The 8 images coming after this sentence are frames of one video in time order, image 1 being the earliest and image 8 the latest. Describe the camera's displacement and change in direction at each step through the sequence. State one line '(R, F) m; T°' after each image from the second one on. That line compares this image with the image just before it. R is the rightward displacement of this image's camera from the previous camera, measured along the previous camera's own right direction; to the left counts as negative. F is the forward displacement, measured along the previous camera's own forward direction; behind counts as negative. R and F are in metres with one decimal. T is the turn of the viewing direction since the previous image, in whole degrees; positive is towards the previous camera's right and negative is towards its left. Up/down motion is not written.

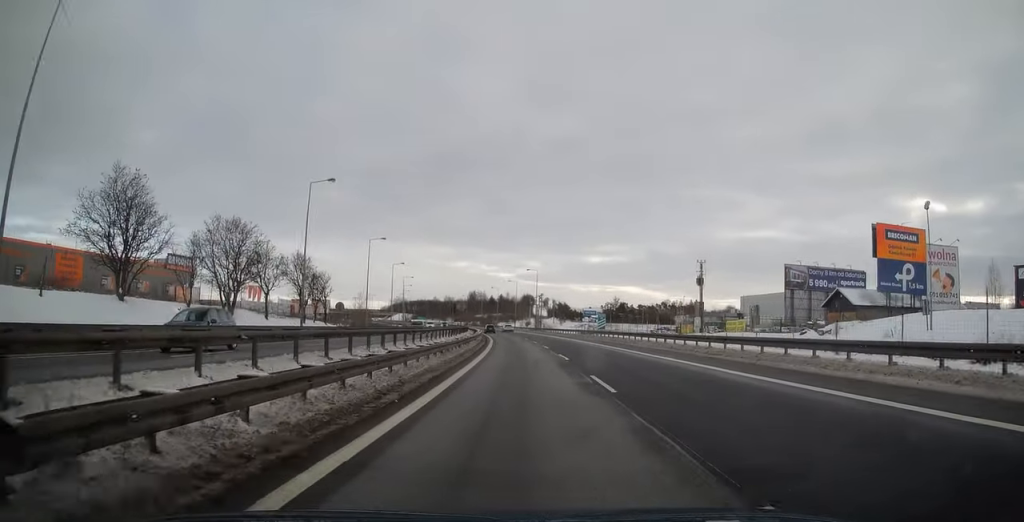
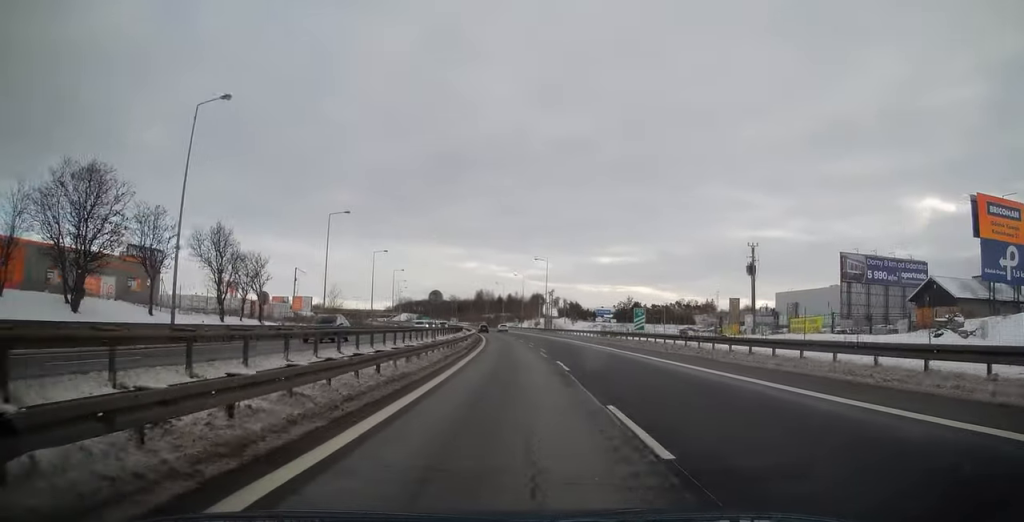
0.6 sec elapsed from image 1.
(-0.2, +17.8) m; -1°
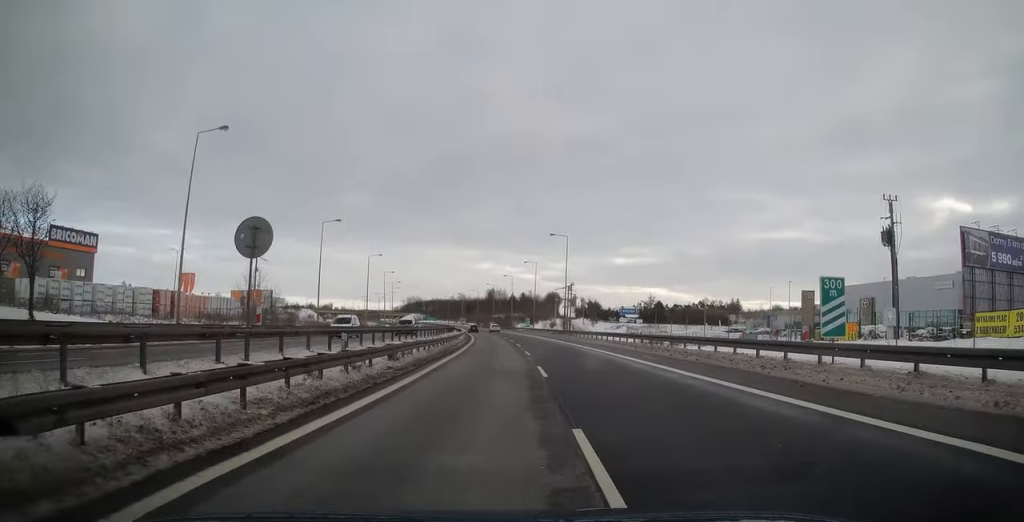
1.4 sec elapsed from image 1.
(-0.3, +26.5) m; -1°
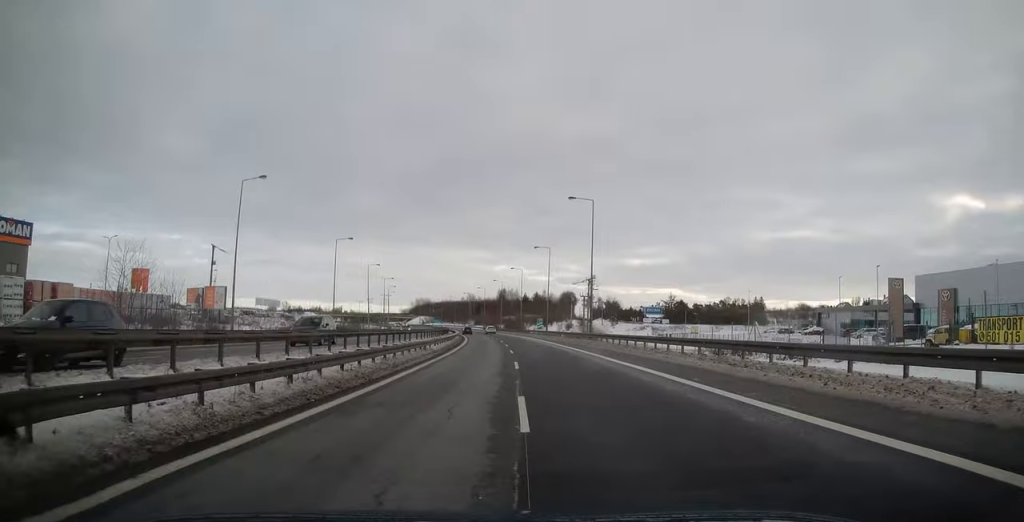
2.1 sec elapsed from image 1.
(-0.2, +20.4) m; -1°
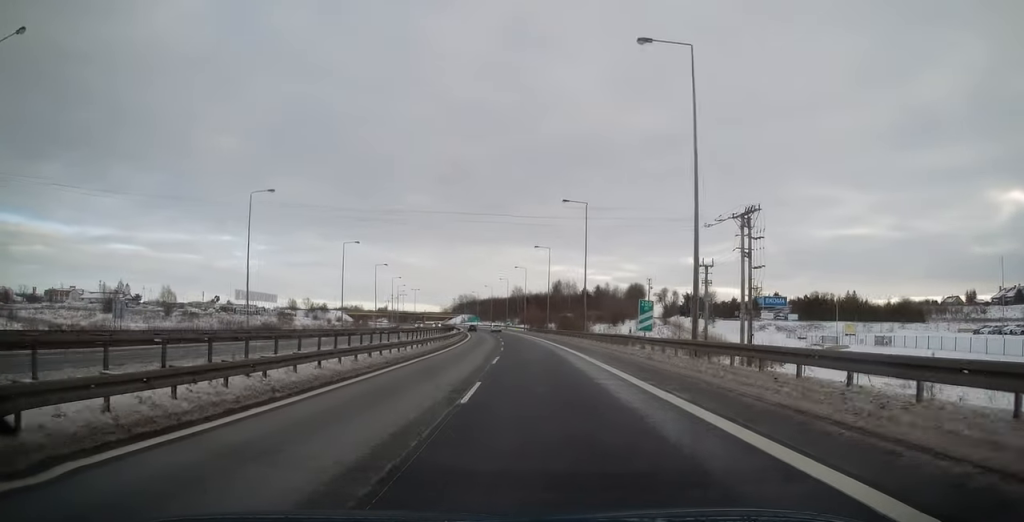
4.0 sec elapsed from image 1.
(-2.3, +58.1) m; -5°
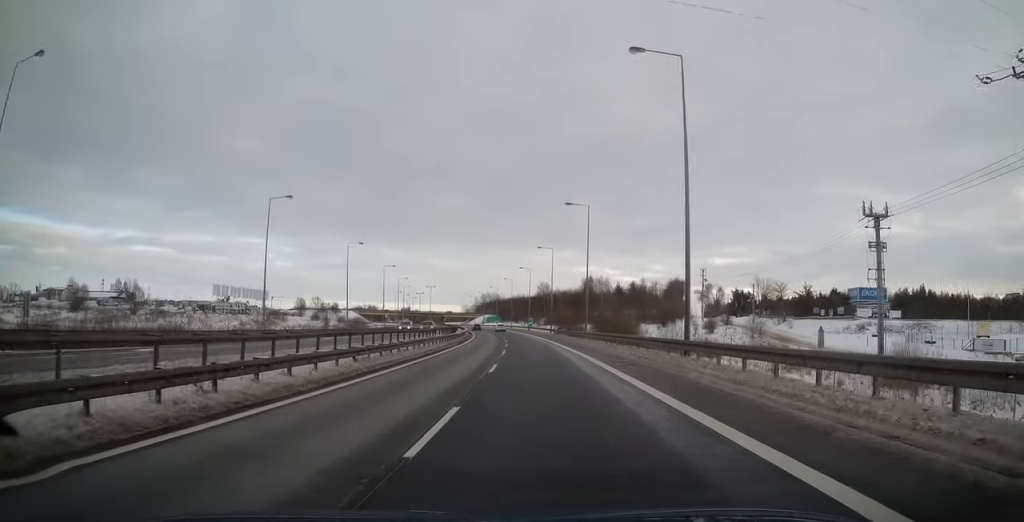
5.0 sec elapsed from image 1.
(-0.6, +28.8) m; -3°
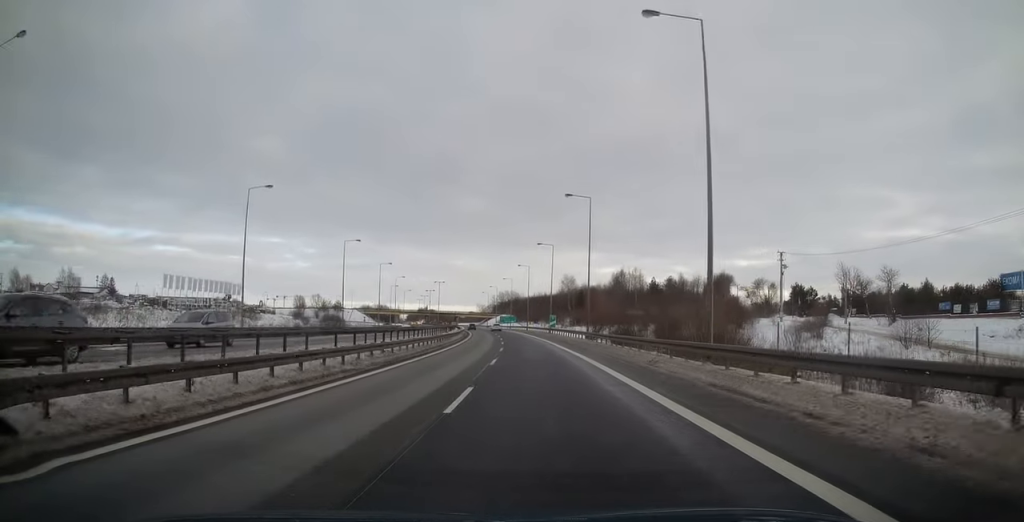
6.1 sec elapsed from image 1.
(-1.1, +33.0) m; -3°
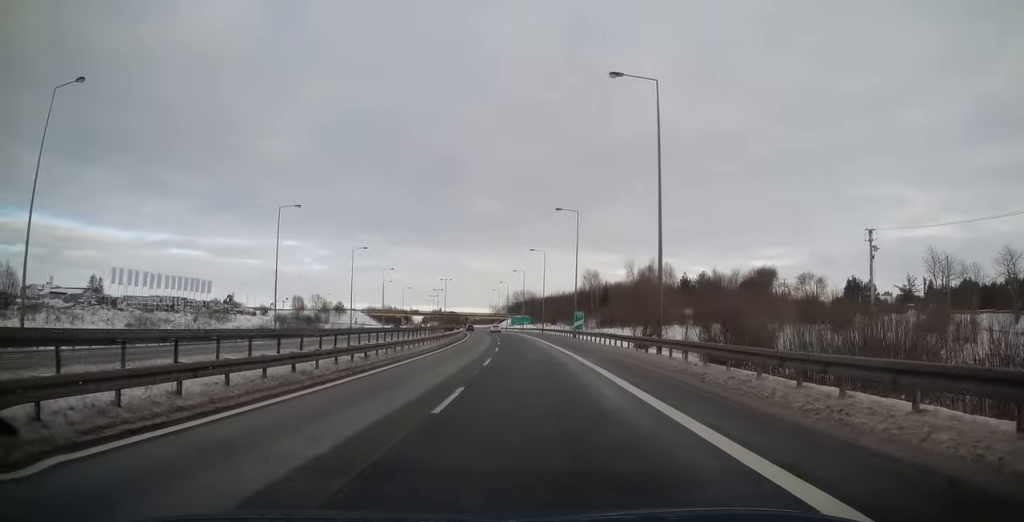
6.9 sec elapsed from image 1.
(-0.1, +24.2) m; -1°
